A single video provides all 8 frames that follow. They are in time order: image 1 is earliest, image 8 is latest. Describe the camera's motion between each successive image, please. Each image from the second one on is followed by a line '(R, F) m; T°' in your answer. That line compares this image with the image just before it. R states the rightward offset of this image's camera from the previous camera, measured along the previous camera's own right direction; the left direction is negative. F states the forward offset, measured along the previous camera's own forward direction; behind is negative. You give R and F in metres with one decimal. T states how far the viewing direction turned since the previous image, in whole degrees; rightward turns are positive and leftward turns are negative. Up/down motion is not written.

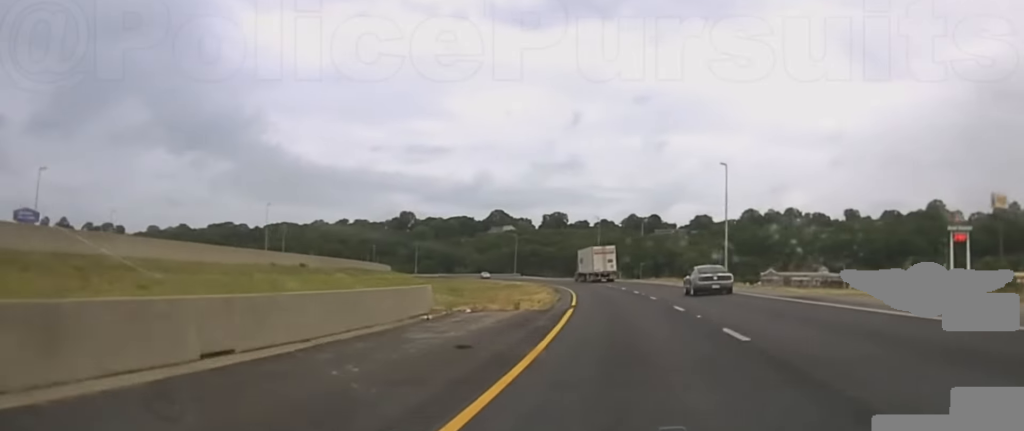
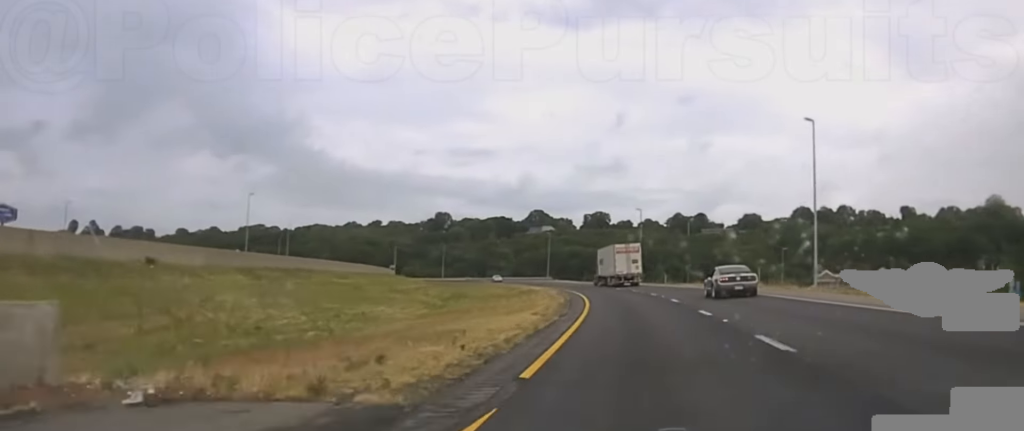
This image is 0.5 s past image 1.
(0.0, +25.9) m; 0°
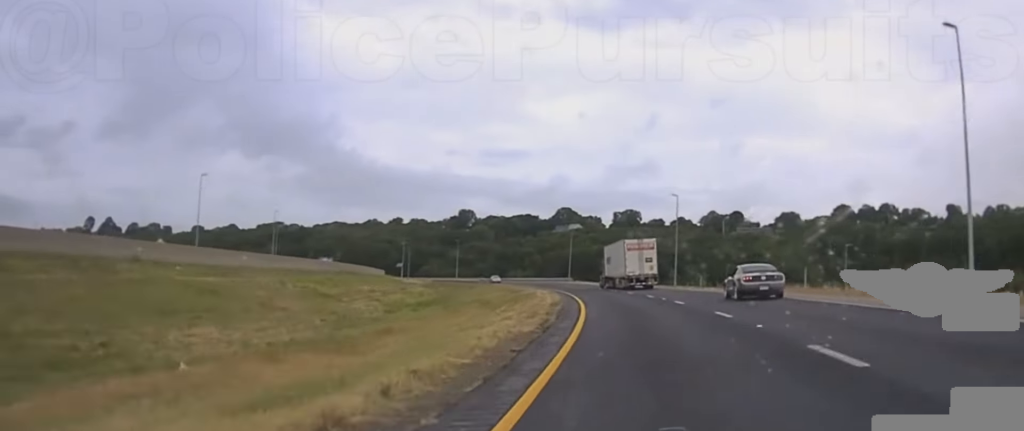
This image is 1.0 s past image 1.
(0.0, +29.5) m; 0°
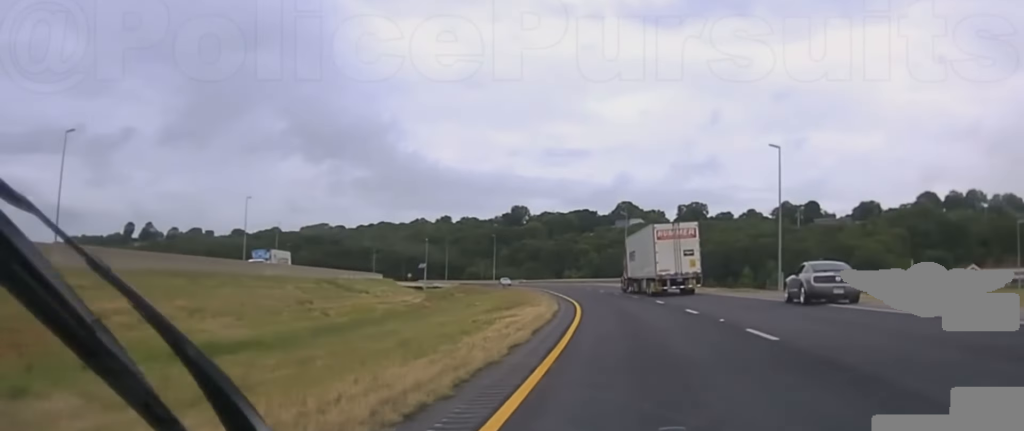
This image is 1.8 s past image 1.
(0.0, +44.4) m; -1°
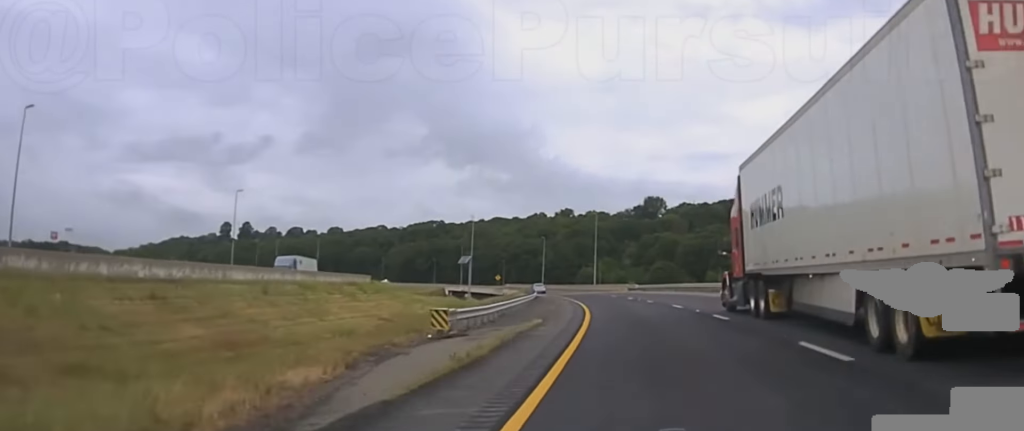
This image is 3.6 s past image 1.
(-5.2, +82.4) m; -12°
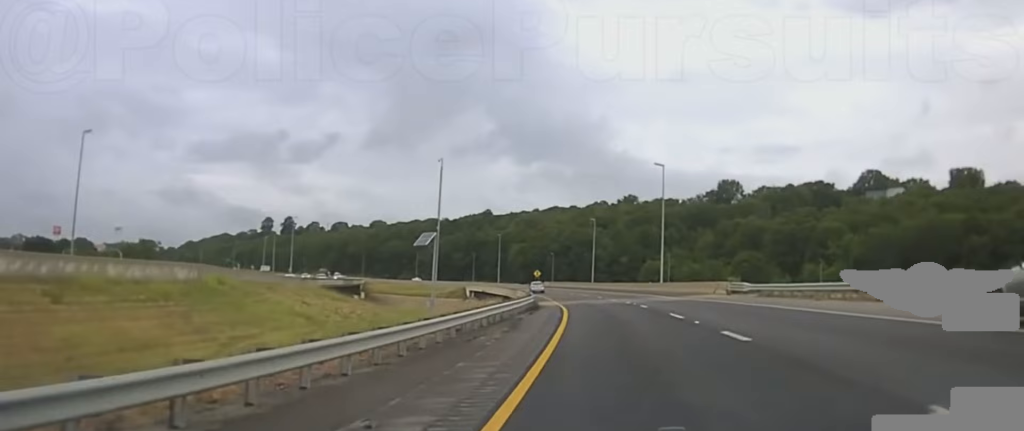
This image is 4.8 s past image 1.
(-4.2, +52.0) m; -6°
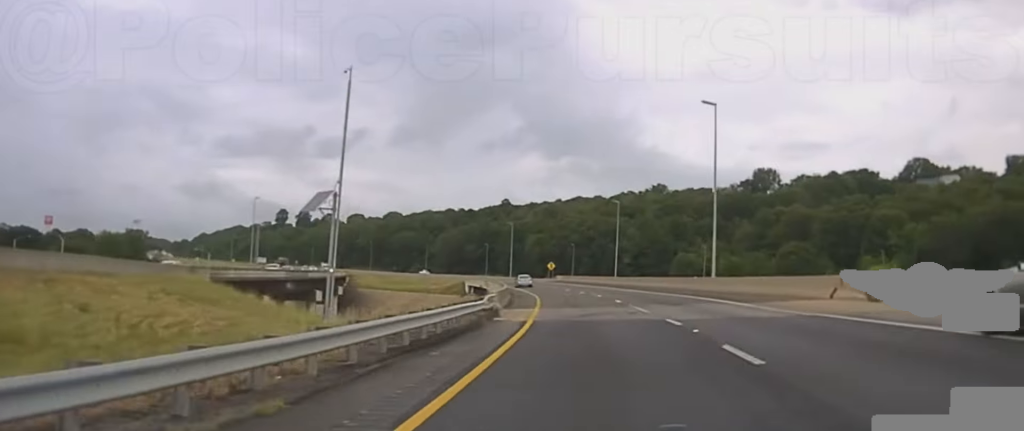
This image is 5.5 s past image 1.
(+0.1, +28.2) m; -2°
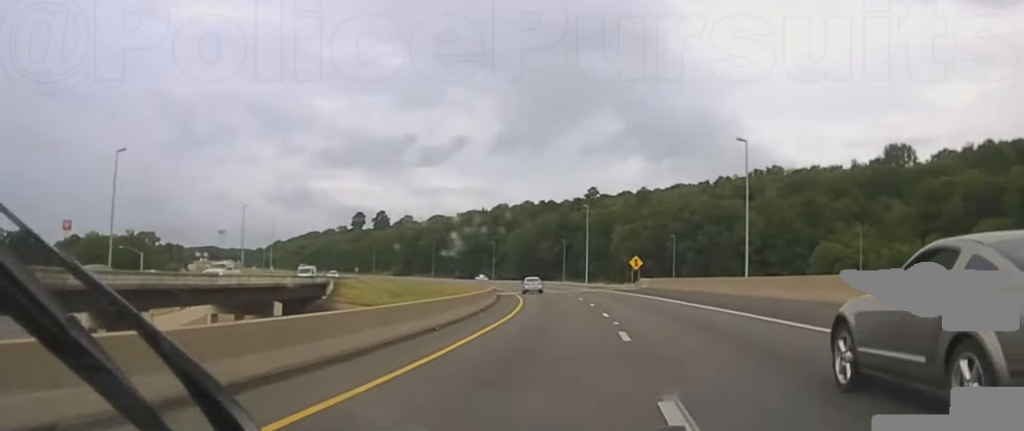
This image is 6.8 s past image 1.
(-3.9, +56.1) m; -8°
